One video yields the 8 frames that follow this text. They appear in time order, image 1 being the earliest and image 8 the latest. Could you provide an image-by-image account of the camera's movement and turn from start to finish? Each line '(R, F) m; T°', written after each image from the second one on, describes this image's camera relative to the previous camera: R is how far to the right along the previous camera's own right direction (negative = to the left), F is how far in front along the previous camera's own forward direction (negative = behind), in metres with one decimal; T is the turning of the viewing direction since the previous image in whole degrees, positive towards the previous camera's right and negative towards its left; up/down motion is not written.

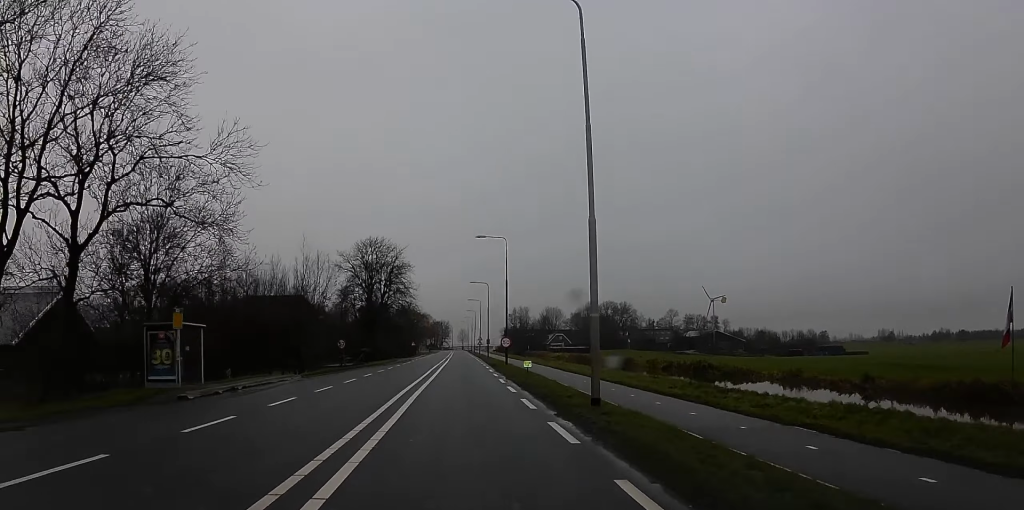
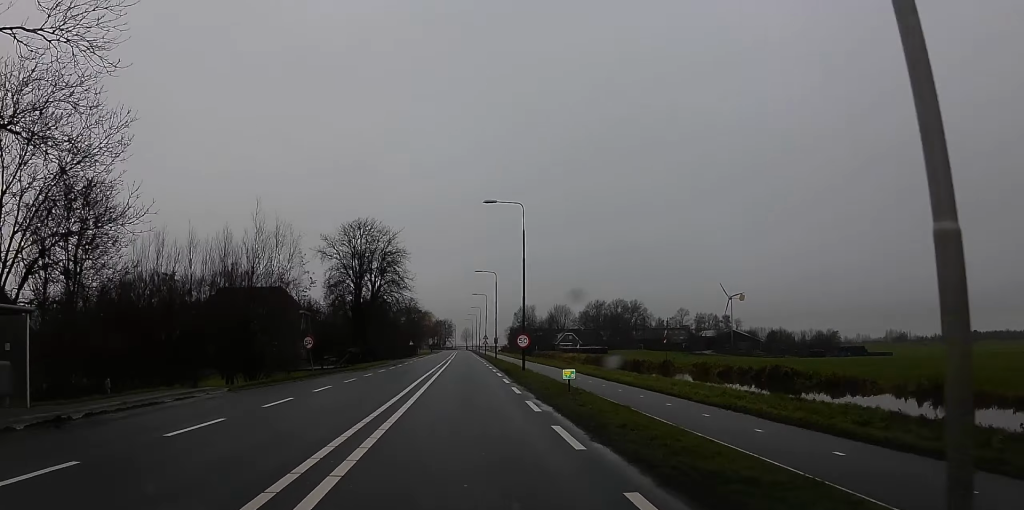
(+0.1, +12.9) m; 0°
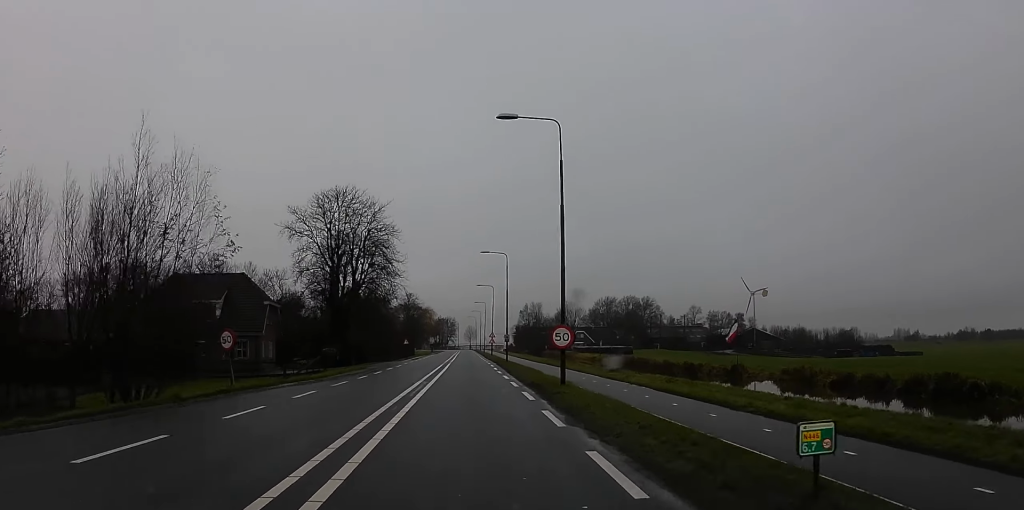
(-0.1, +15.2) m; -1°
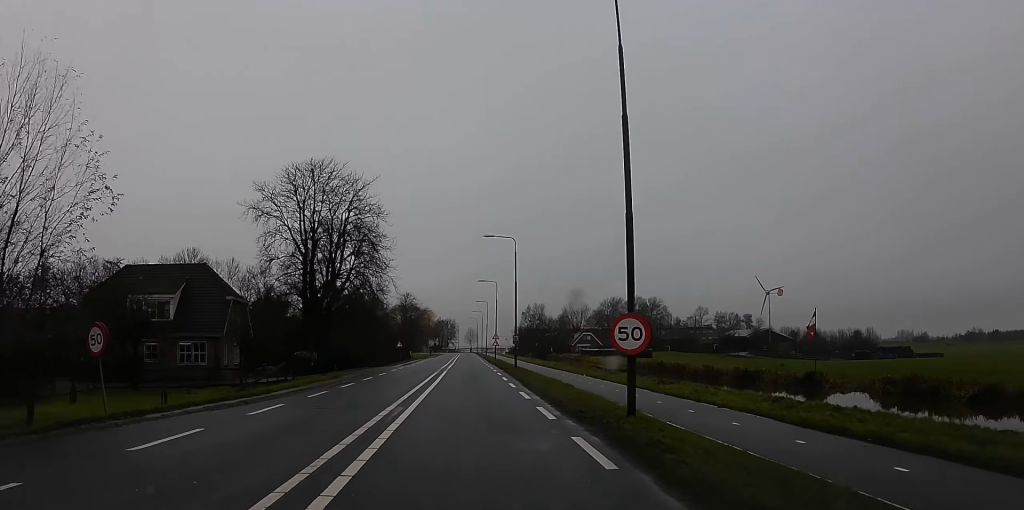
(-0.4, +9.8) m; 0°
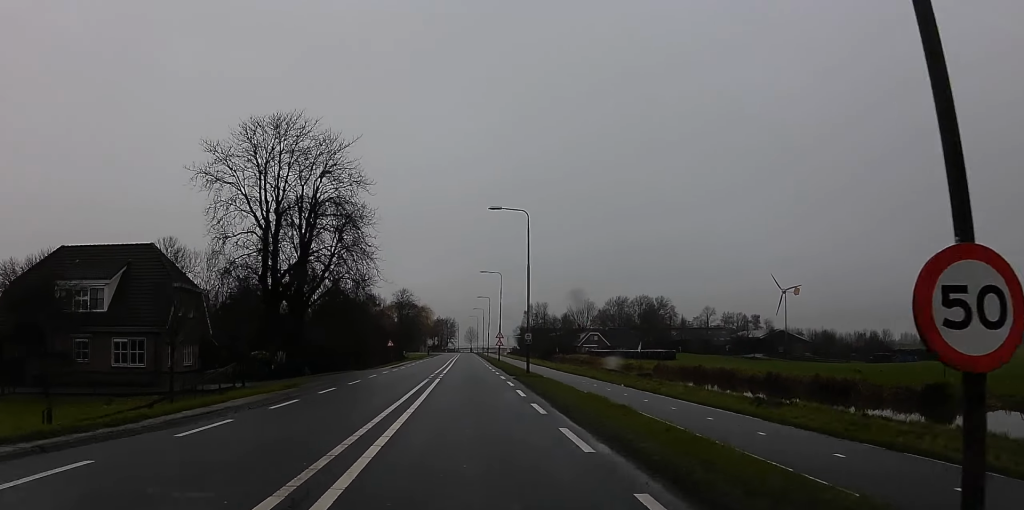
(+0.8, +10.3) m; 0°
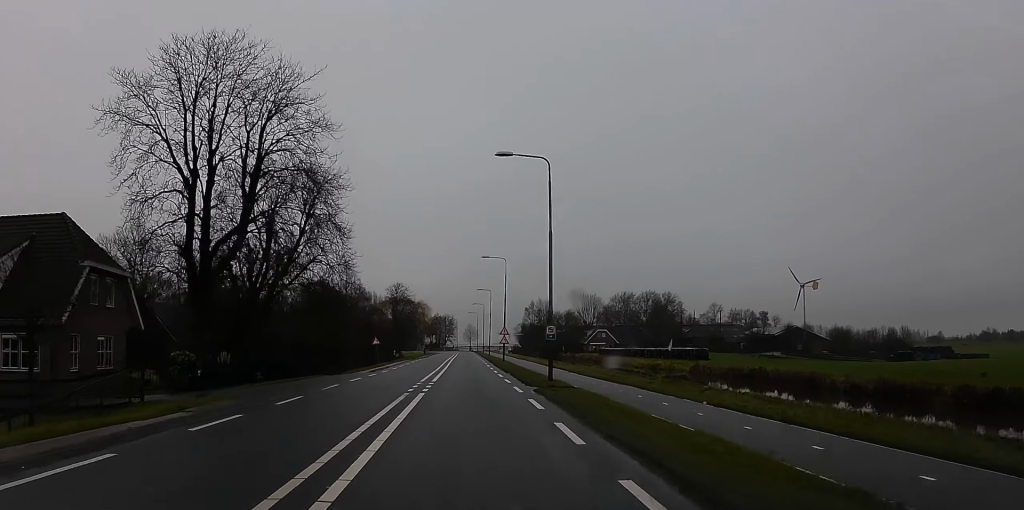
(-0.6, +10.9) m; 0°
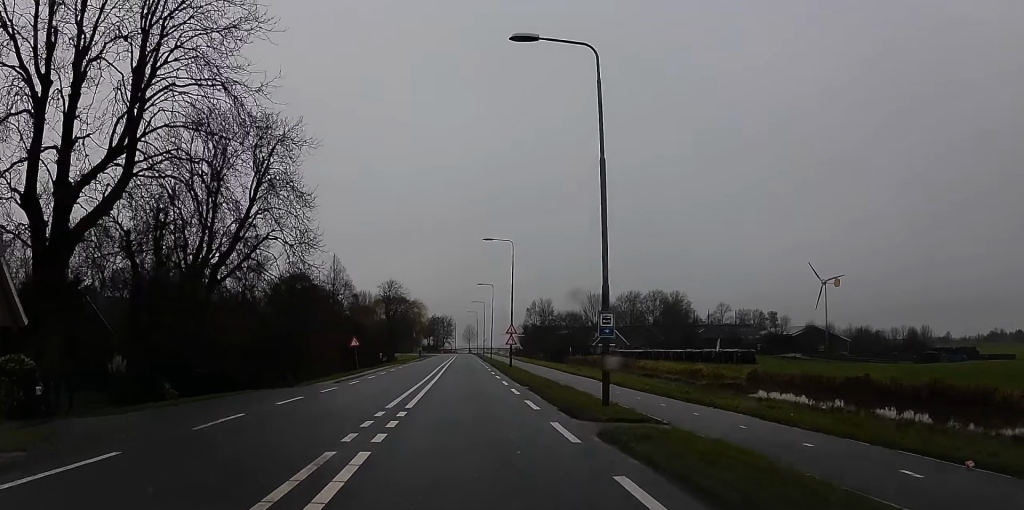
(+0.1, +11.6) m; 0°
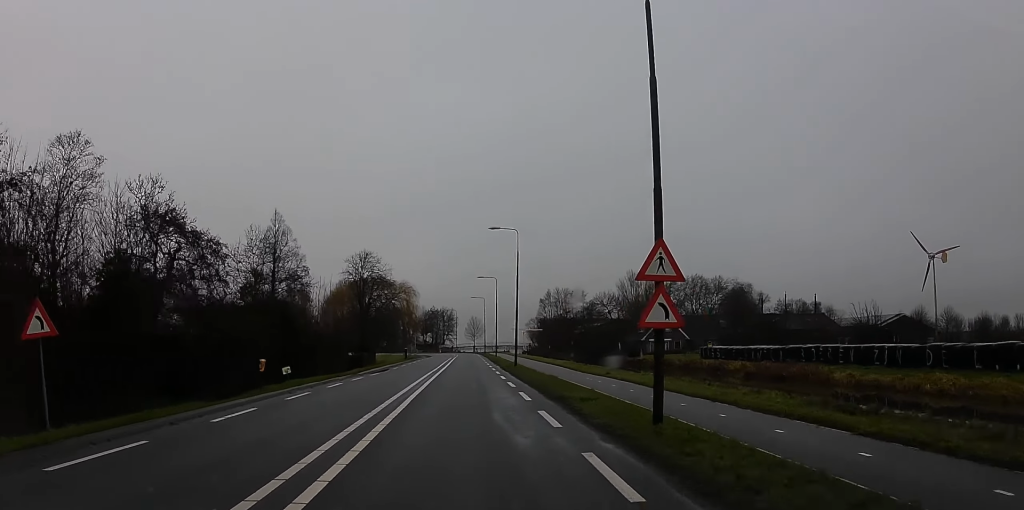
(+0.1, +41.0) m; -1°
